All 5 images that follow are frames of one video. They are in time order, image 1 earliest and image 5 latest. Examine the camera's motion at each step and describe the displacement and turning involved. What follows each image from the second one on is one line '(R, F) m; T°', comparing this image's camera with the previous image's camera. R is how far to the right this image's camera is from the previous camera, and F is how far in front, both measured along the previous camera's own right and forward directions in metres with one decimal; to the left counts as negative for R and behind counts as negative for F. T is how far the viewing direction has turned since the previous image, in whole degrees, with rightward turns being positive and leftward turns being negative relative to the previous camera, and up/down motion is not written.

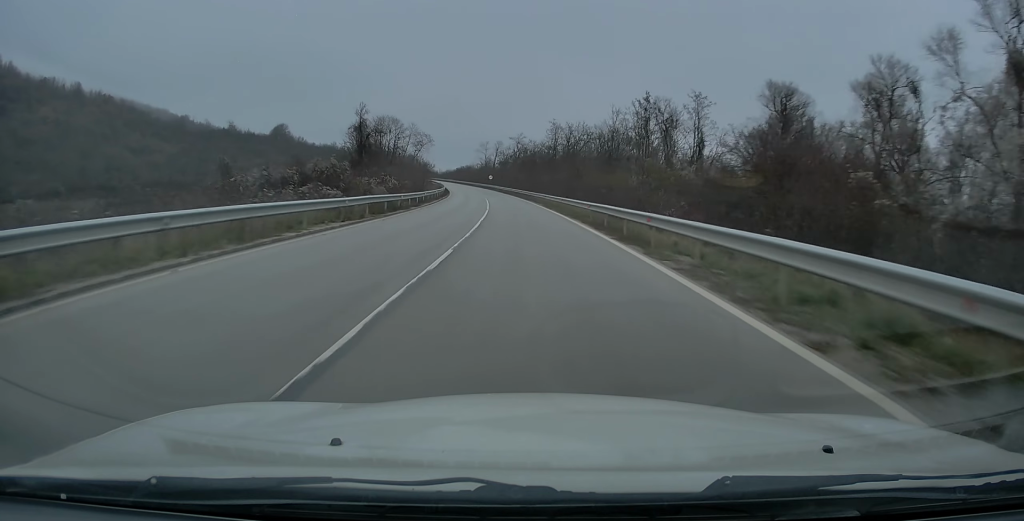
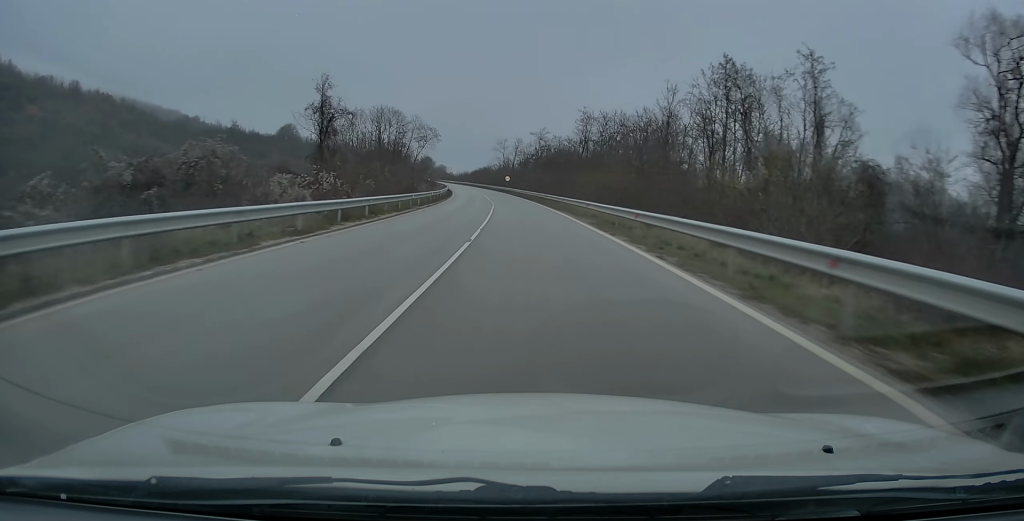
(-0.7, +21.2) m; -2°
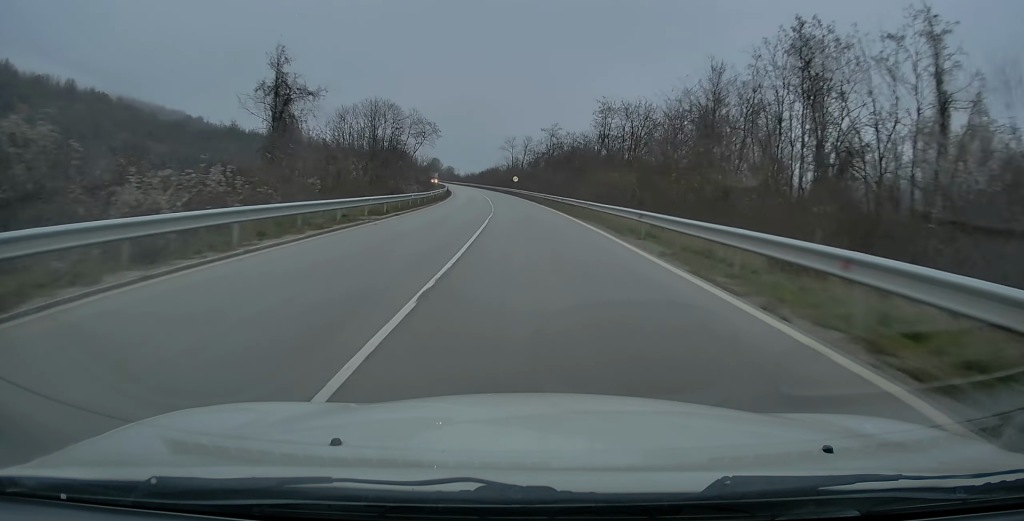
(-0.1, +12.1) m; -1°
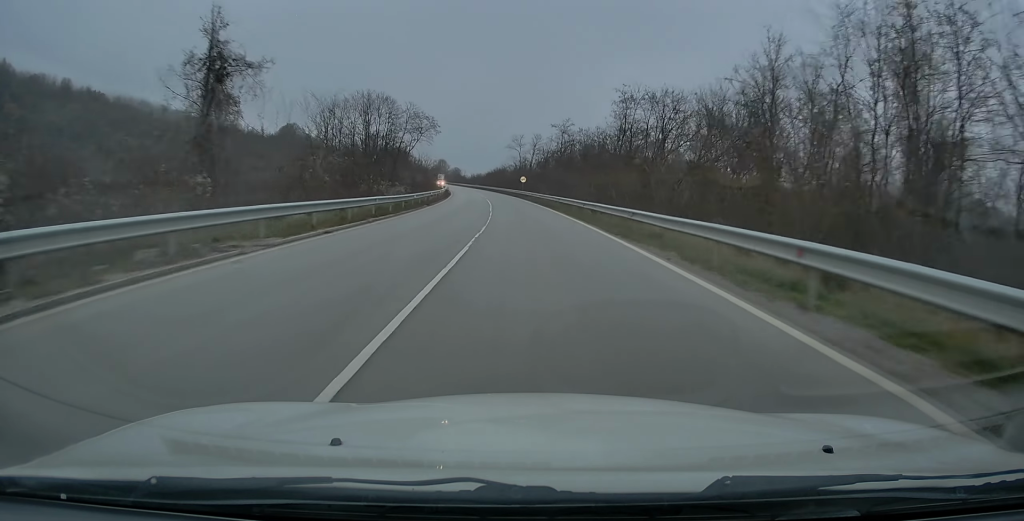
(+0.1, +10.6) m; -1°
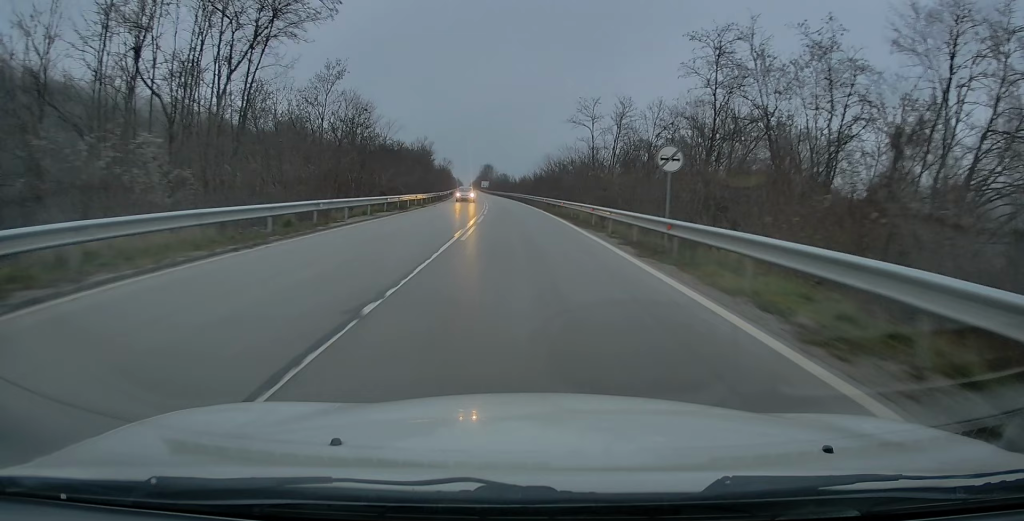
(-3.1, +66.5) m; -5°
